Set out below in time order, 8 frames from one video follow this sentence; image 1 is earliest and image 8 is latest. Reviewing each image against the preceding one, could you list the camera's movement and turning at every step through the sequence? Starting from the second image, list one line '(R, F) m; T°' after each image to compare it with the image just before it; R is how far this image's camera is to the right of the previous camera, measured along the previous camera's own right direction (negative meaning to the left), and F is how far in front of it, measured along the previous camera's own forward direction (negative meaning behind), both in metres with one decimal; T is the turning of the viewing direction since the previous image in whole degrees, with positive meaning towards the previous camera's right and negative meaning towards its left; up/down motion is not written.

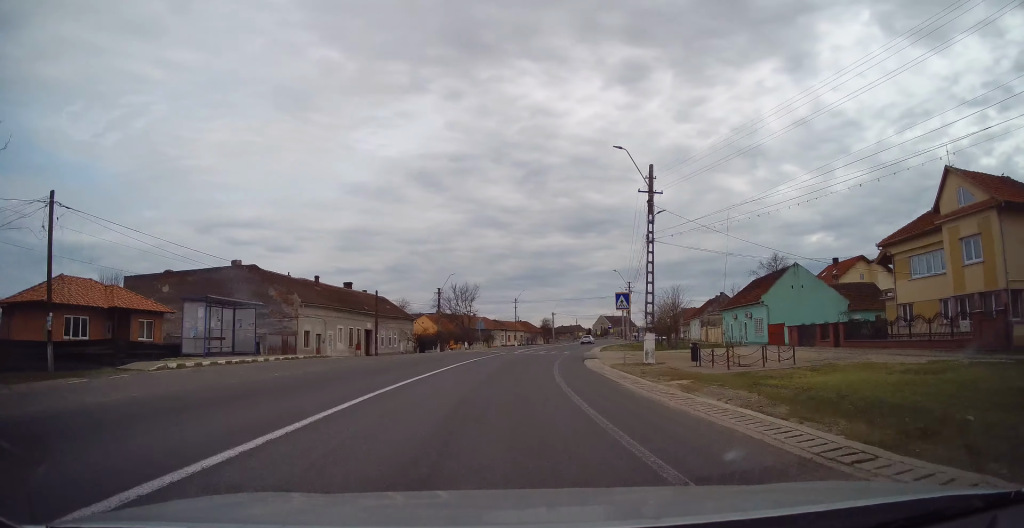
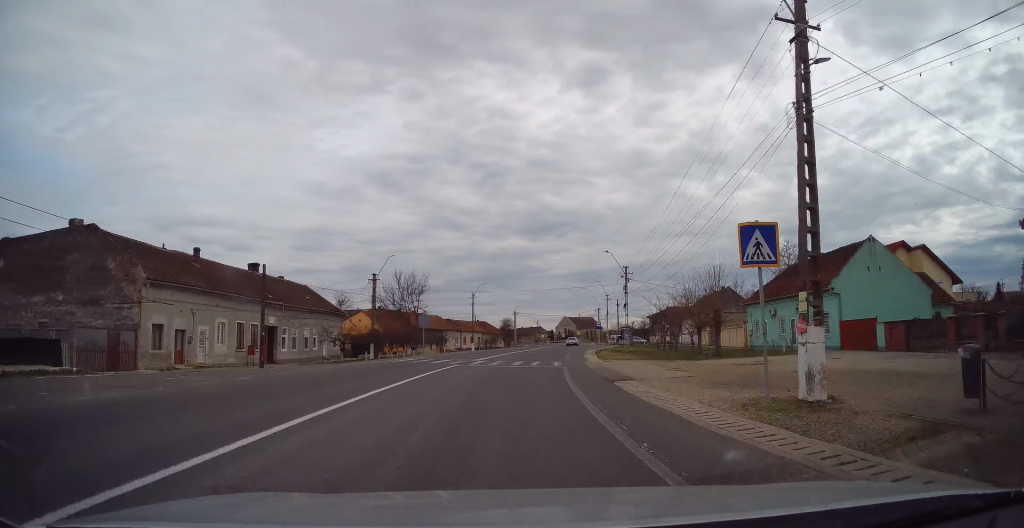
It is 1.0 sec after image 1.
(+0.8, +16.7) m; +6°
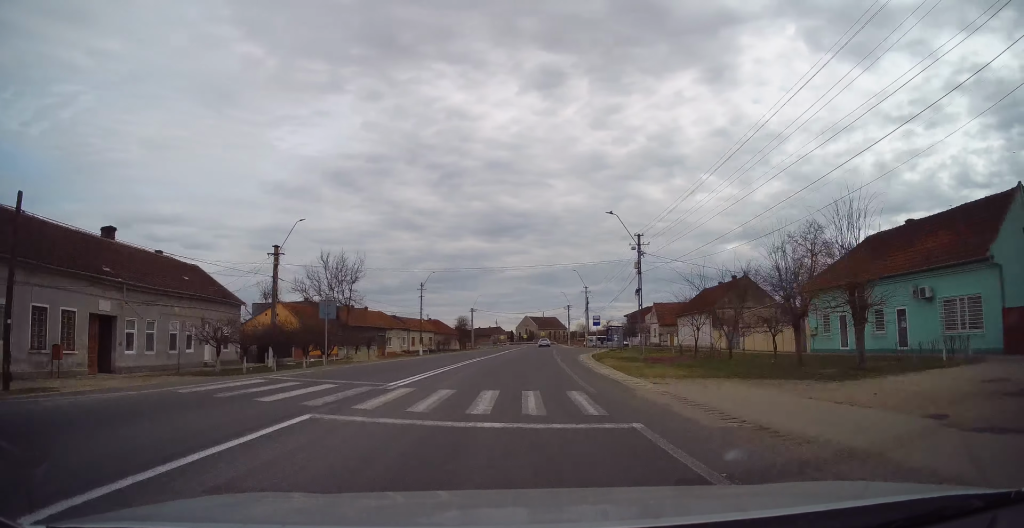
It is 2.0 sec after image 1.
(+0.9, +16.2) m; +4°
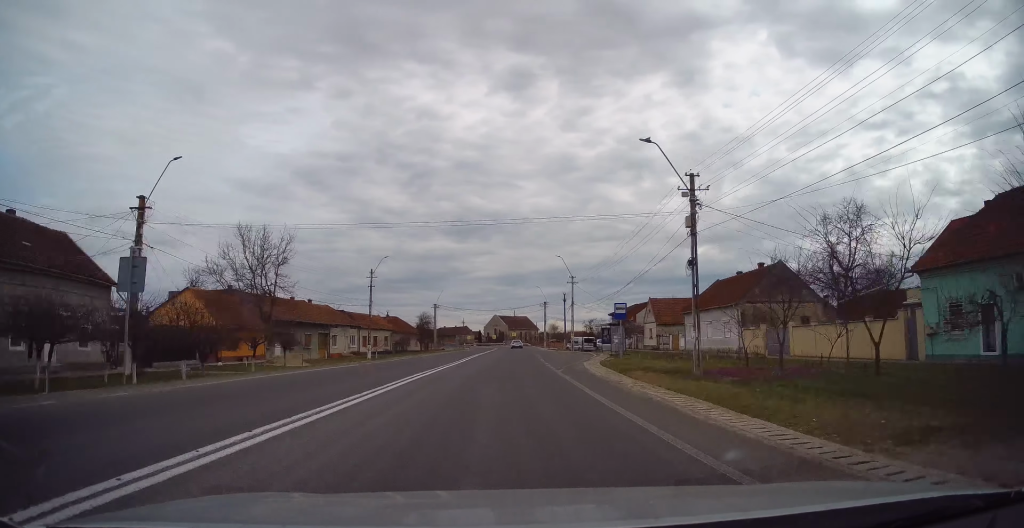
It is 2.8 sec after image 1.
(+0.2, +13.3) m; +2°
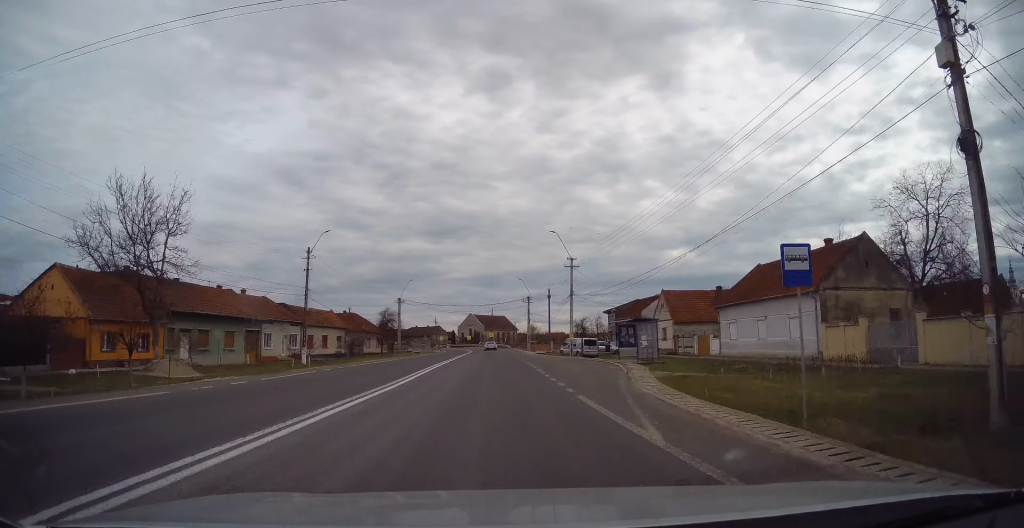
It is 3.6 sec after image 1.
(+0.4, +14.2) m; +2°
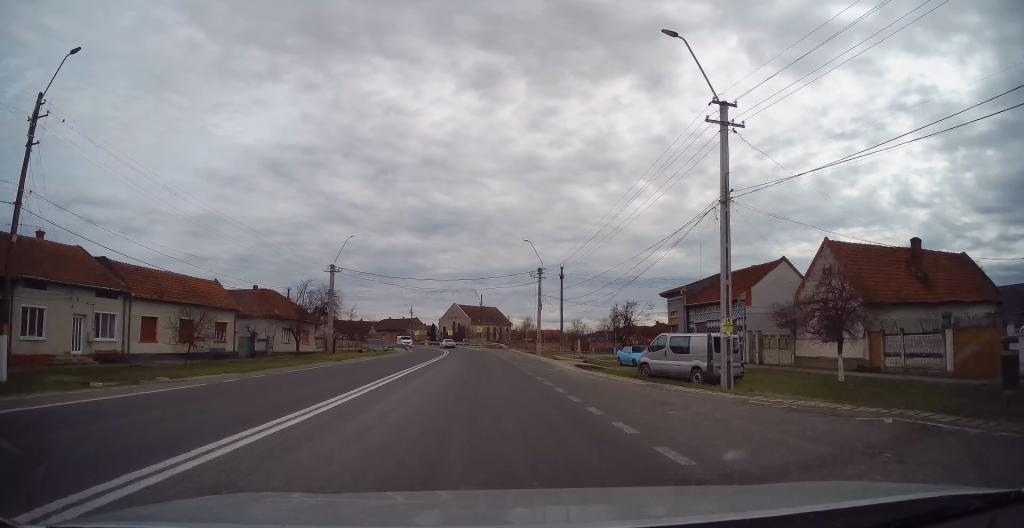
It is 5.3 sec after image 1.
(+1.1, +30.7) m; +3°
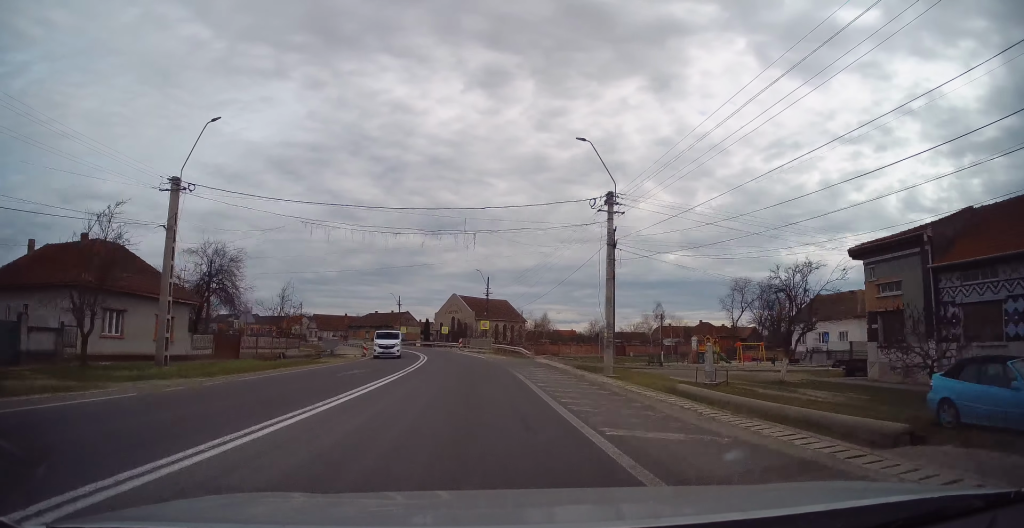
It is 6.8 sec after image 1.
(0.0, +27.6) m; -1°
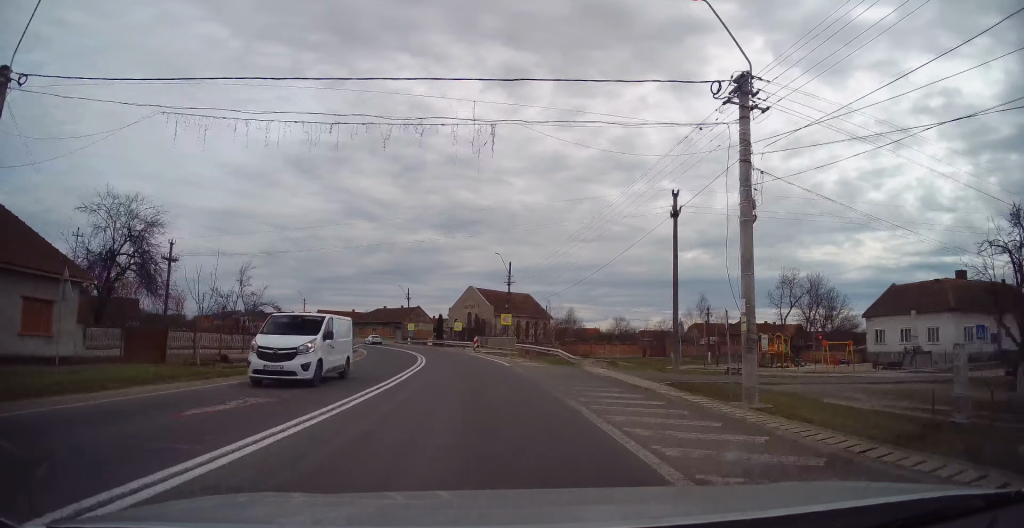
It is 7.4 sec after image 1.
(-0.1, +11.8) m; -2°
